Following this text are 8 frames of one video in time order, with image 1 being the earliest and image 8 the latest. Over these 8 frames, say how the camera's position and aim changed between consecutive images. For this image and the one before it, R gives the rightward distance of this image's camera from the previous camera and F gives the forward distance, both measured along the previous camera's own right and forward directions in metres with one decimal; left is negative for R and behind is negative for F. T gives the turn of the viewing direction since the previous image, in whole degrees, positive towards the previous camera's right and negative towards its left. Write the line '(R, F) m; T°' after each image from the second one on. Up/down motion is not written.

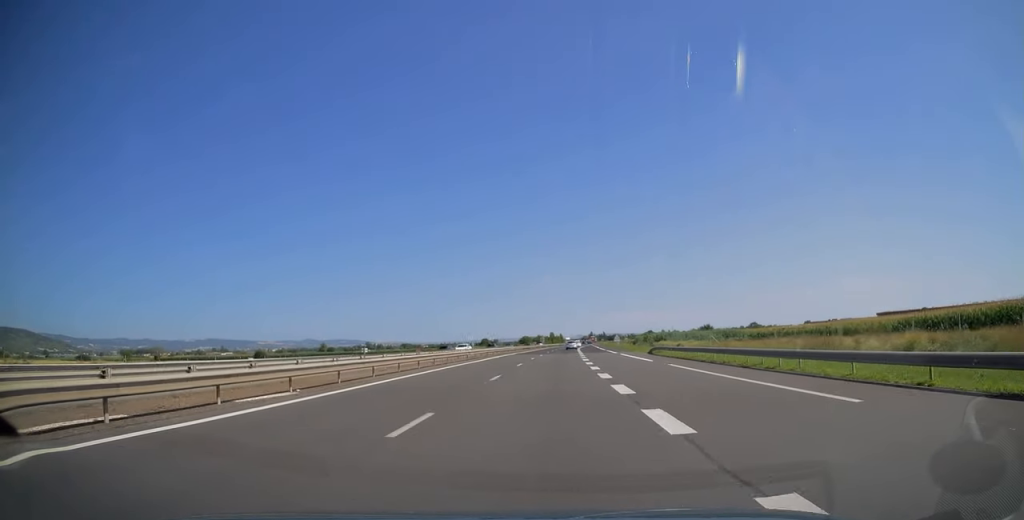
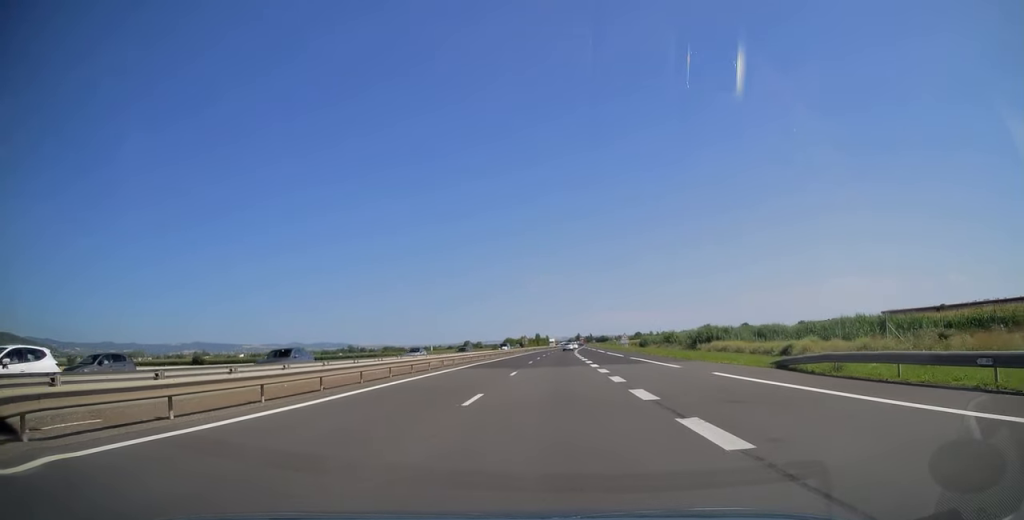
(+0.1, +33.9) m; +1°
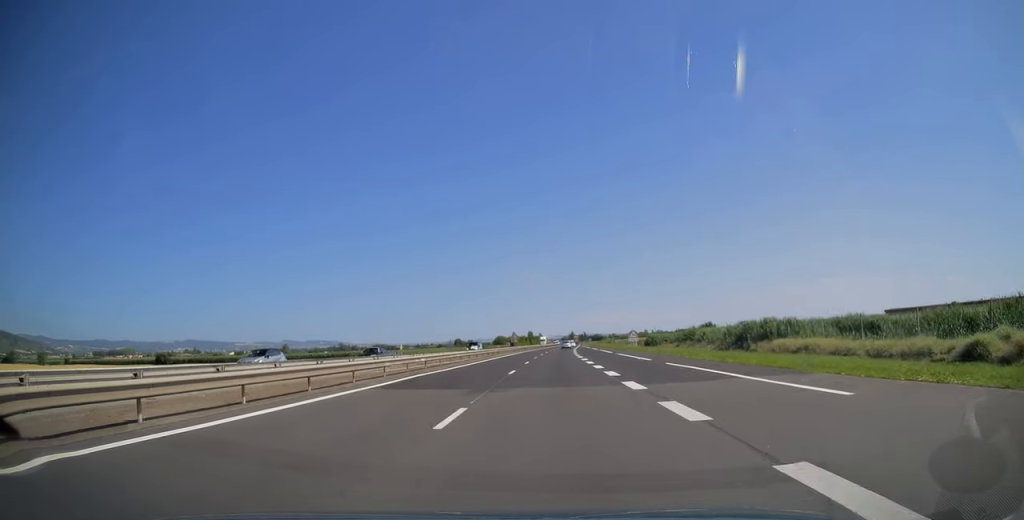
(+0.1, +17.0) m; +1°
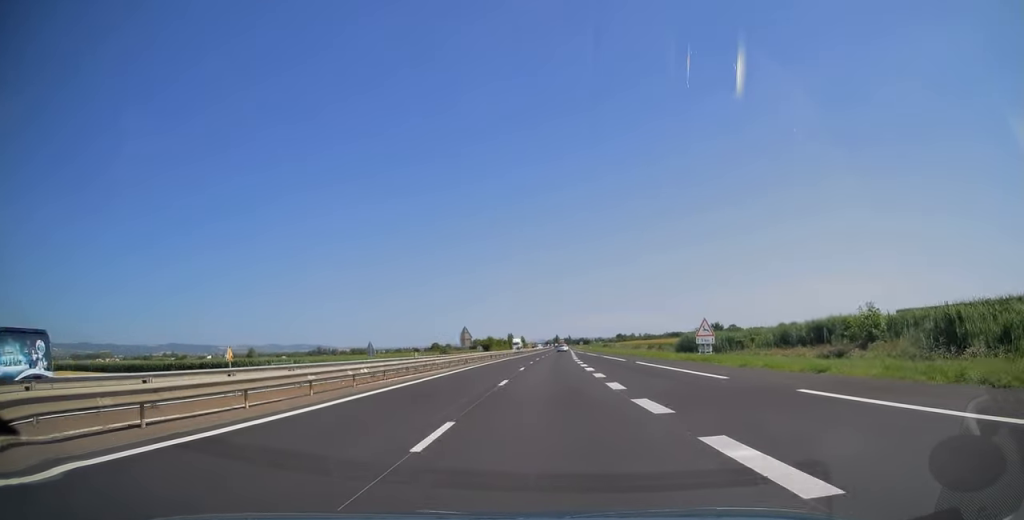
(+0.6, +43.8) m; +2°
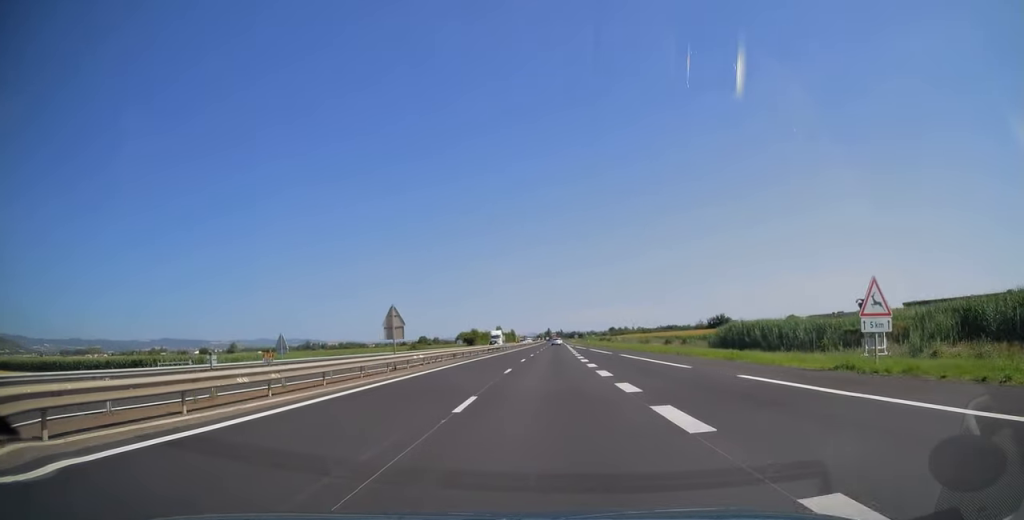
(+0.1, +22.5) m; +1°
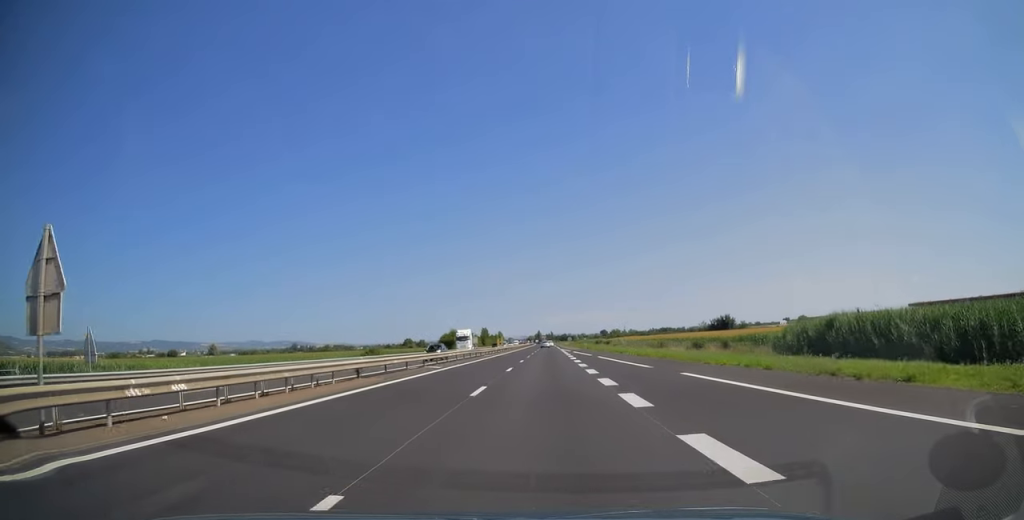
(+0.2, +22.2) m; +1°
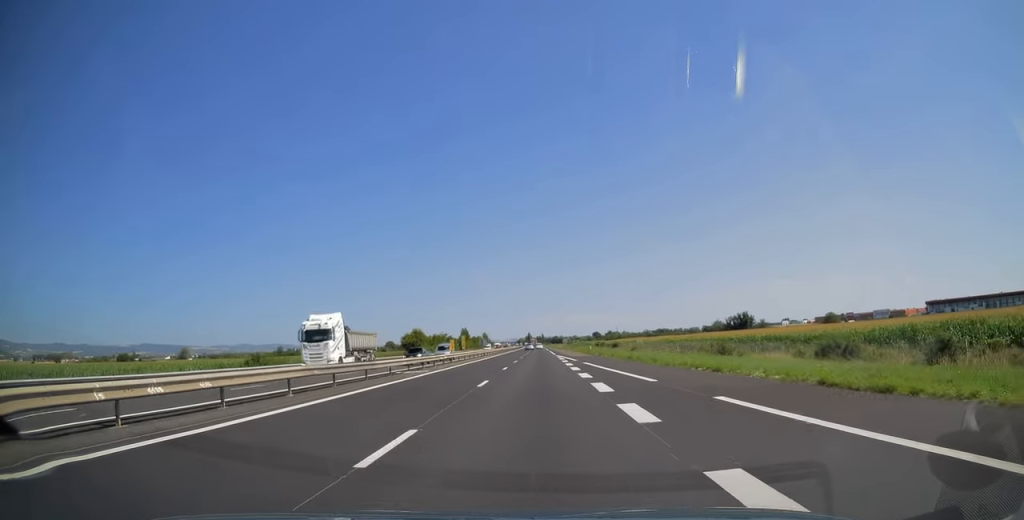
(+0.4, +34.7) m; +1°
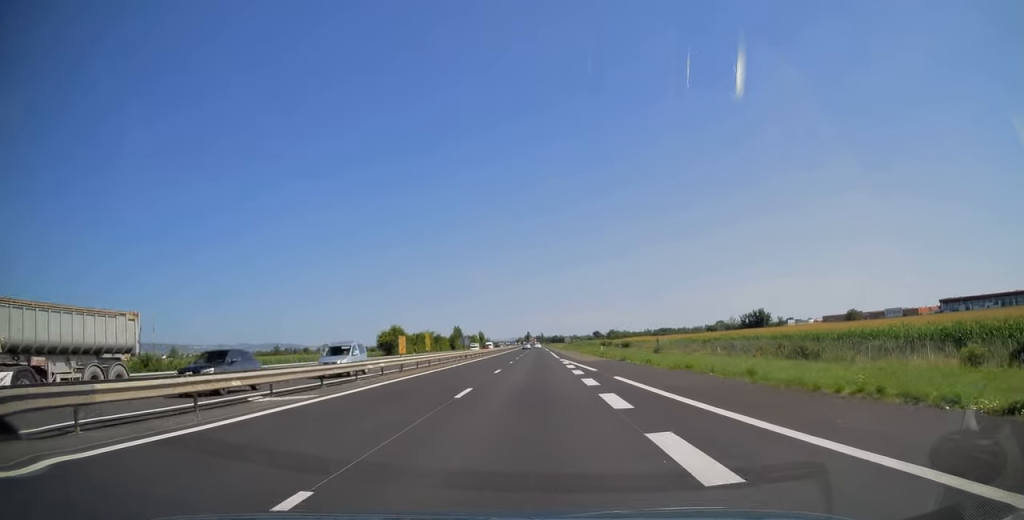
(+0.2, +17.2) m; 0°
